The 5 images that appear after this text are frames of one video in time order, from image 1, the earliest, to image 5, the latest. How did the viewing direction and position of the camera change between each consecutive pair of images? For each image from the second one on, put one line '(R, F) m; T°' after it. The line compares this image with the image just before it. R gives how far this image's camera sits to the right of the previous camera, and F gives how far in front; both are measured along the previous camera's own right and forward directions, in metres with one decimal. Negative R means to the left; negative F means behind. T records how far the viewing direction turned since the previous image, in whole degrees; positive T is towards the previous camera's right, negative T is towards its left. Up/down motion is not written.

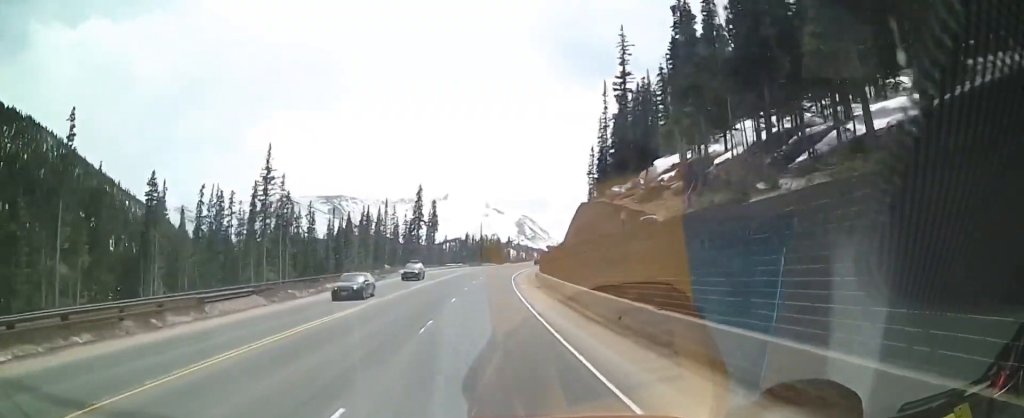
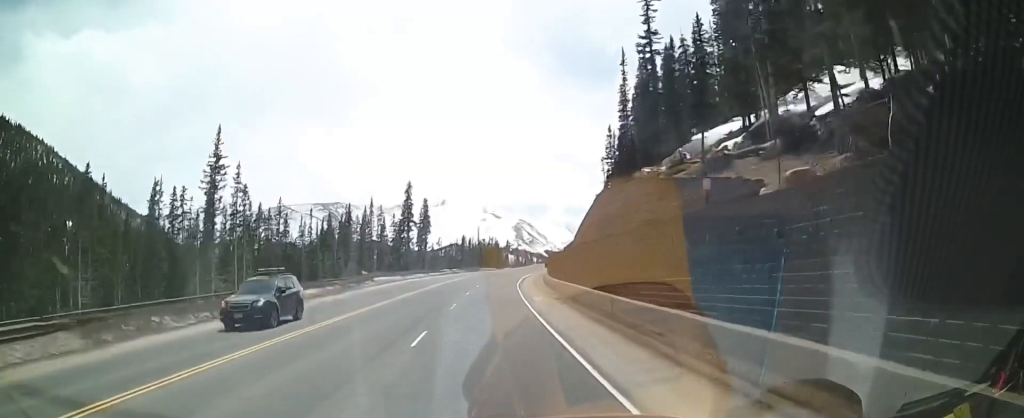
(+0.3, +15.8) m; +1°
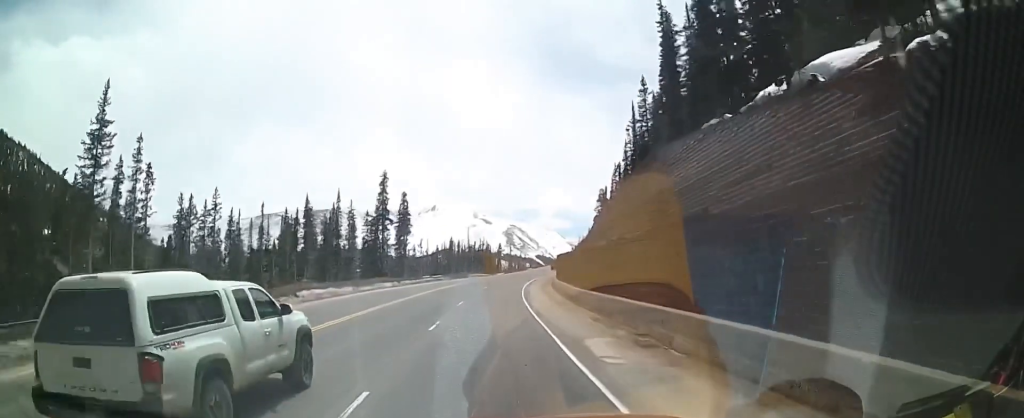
(-0.5, +22.0) m; -3°
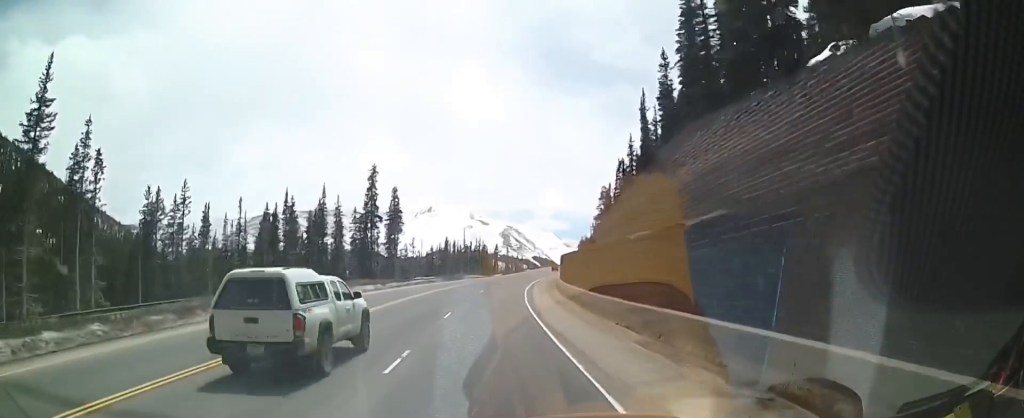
(-0.4, +8.1) m; +1°
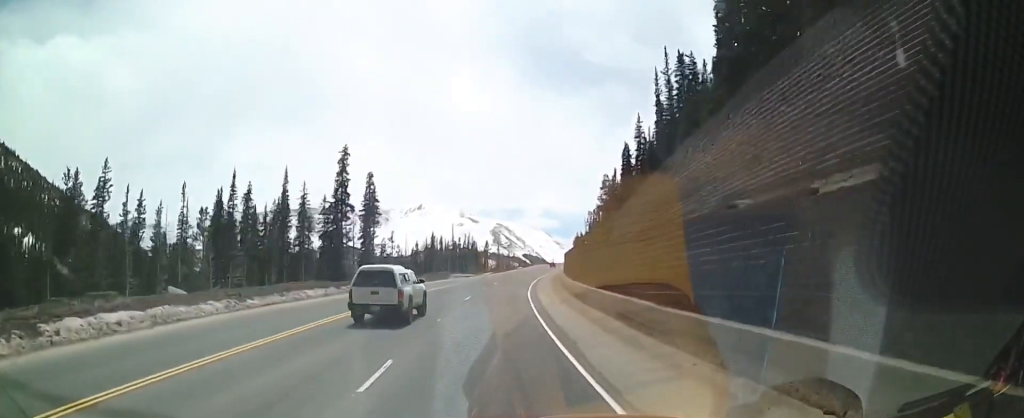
(+0.7, +15.0) m; +2°
